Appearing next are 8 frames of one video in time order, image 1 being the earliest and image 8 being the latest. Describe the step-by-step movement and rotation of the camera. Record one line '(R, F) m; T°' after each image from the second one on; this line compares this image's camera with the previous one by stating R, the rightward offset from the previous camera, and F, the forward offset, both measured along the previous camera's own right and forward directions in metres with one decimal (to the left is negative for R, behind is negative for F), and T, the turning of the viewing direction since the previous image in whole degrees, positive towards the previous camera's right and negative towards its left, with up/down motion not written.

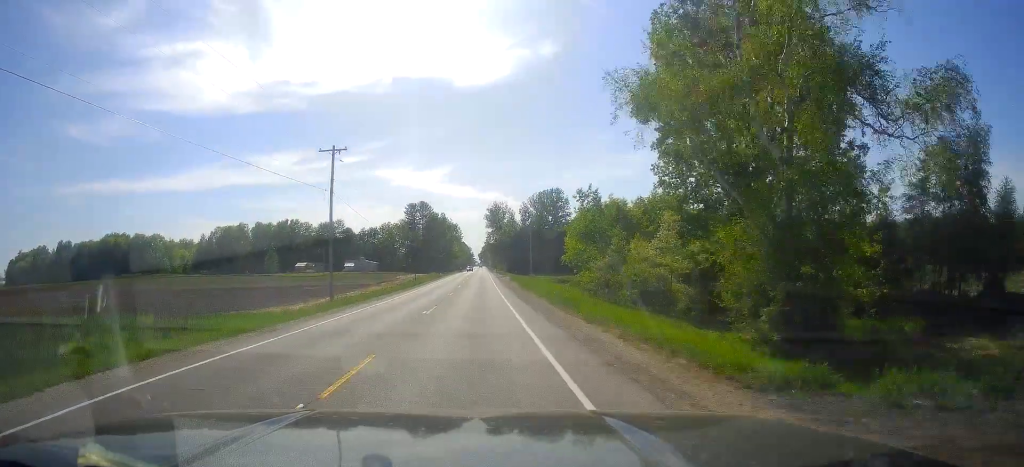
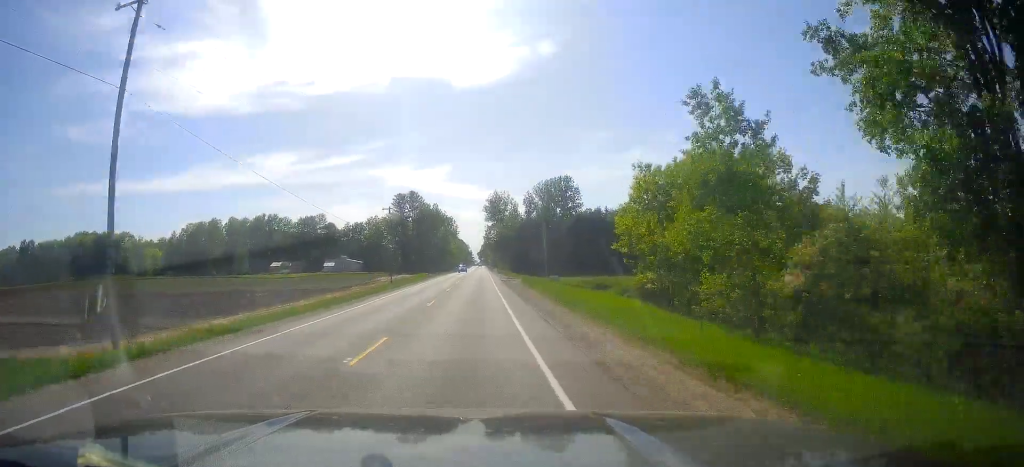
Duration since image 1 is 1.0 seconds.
(-0.4, +28.3) m; 0°
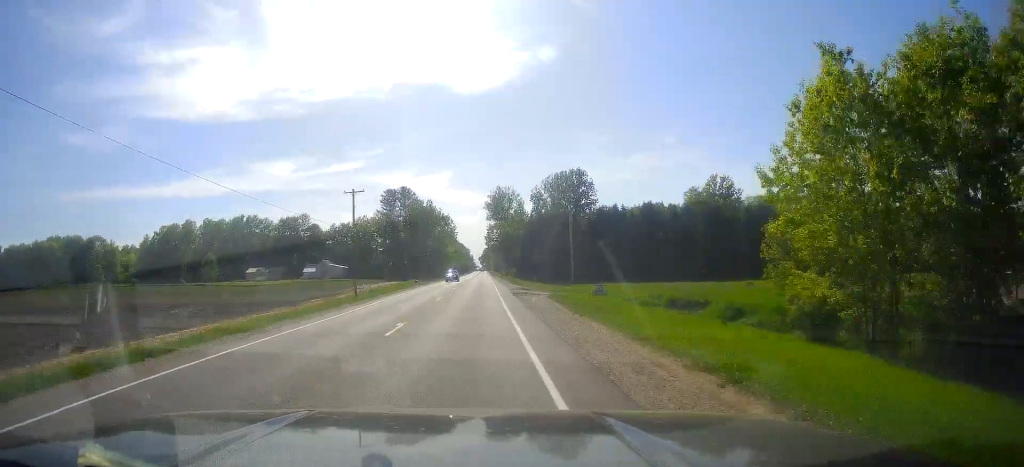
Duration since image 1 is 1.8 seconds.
(+0.2, +24.6) m; +1°
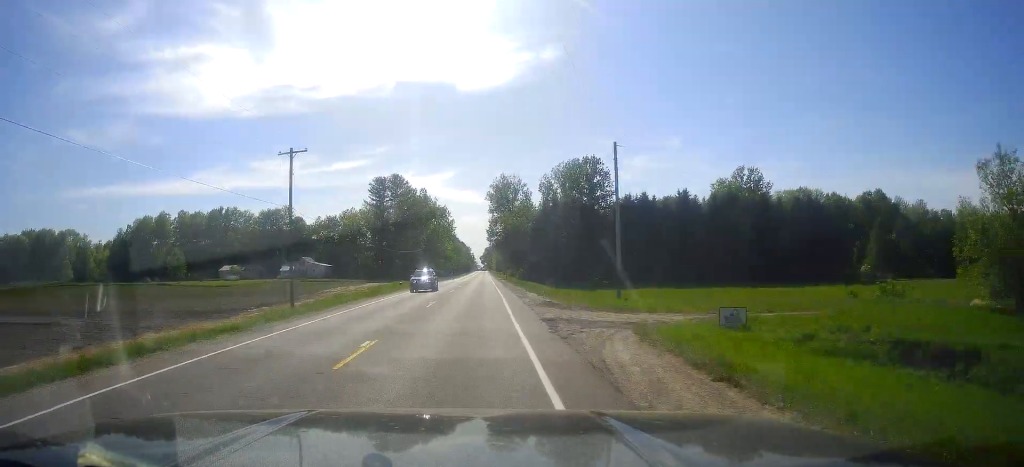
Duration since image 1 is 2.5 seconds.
(+0.2, +20.7) m; 0°
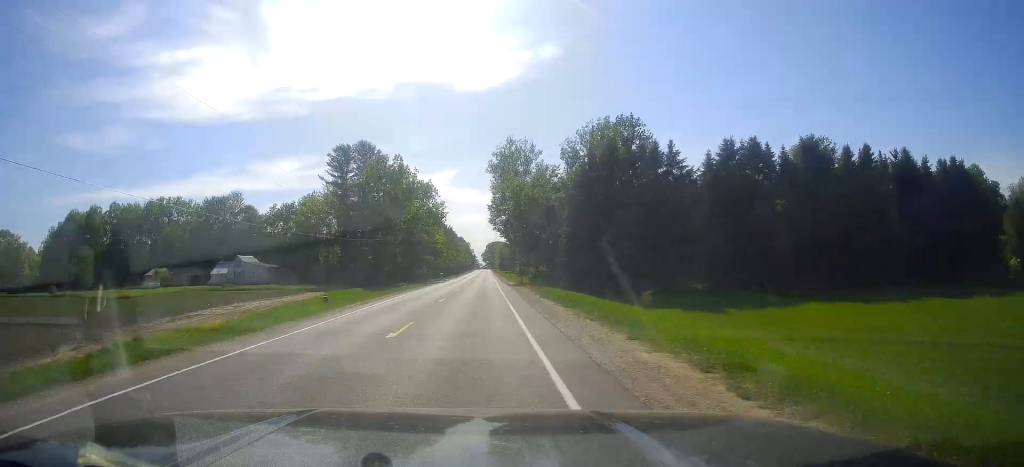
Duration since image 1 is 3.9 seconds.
(-0.5, +41.4) m; -1°
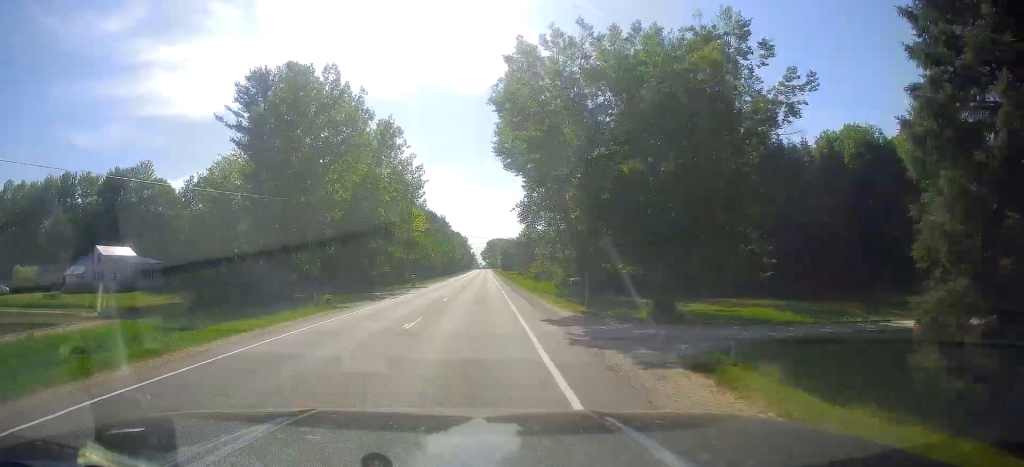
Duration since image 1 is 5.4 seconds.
(+0.5, +44.2) m; +1°
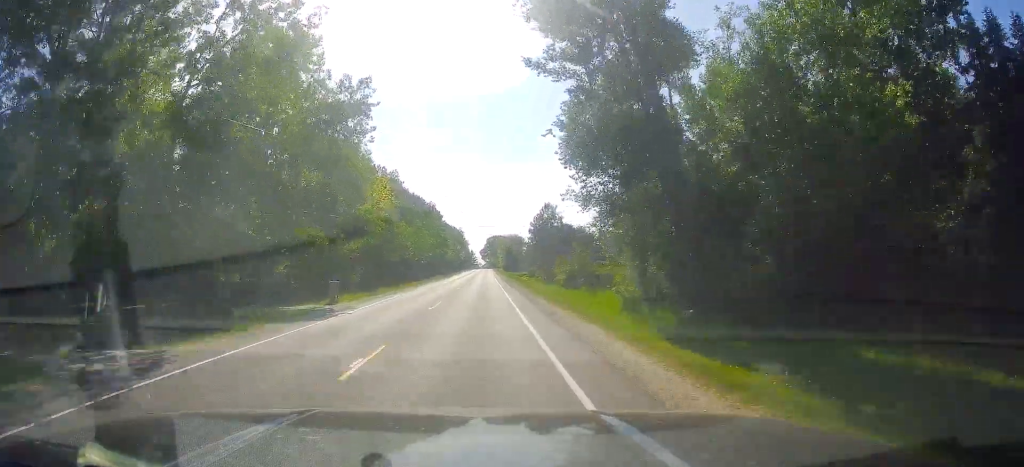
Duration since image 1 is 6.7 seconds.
(-0.4, +37.4) m; -1°
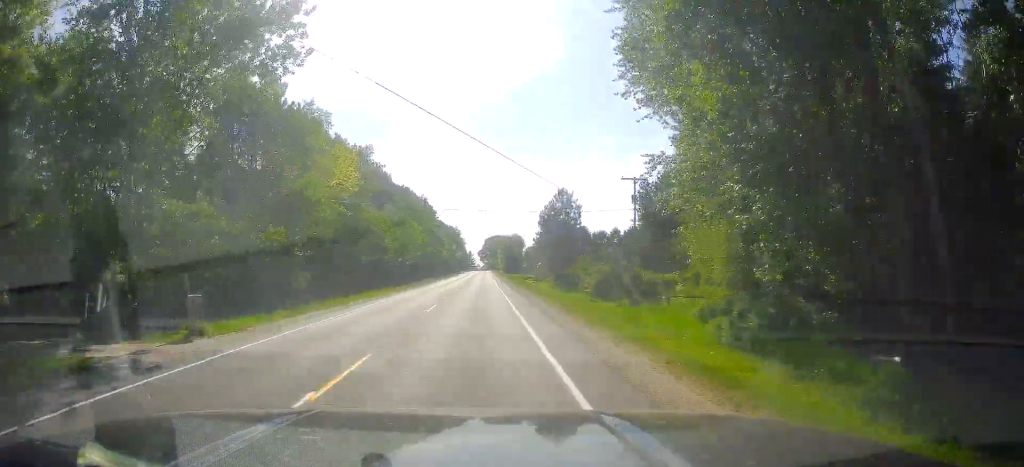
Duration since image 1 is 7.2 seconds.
(-0.3, +16.8) m; 0°
